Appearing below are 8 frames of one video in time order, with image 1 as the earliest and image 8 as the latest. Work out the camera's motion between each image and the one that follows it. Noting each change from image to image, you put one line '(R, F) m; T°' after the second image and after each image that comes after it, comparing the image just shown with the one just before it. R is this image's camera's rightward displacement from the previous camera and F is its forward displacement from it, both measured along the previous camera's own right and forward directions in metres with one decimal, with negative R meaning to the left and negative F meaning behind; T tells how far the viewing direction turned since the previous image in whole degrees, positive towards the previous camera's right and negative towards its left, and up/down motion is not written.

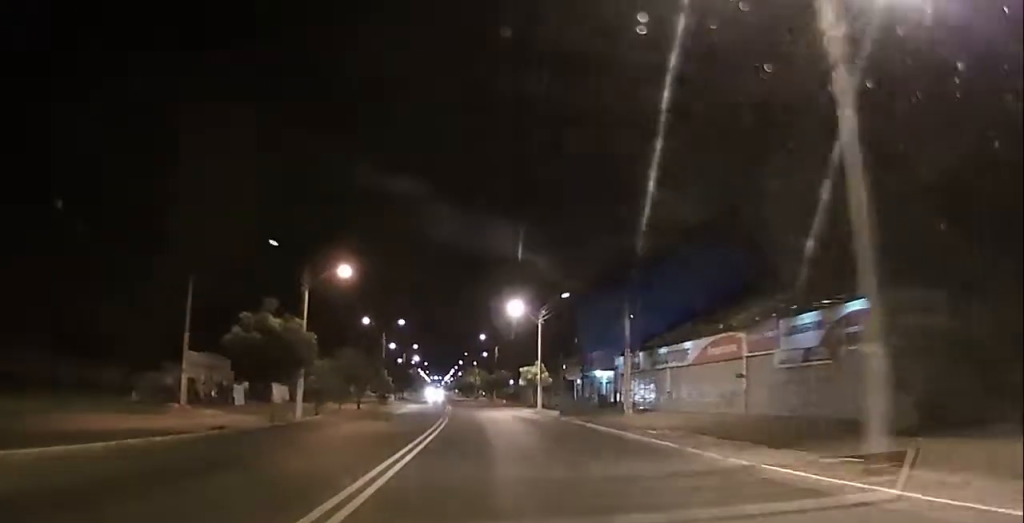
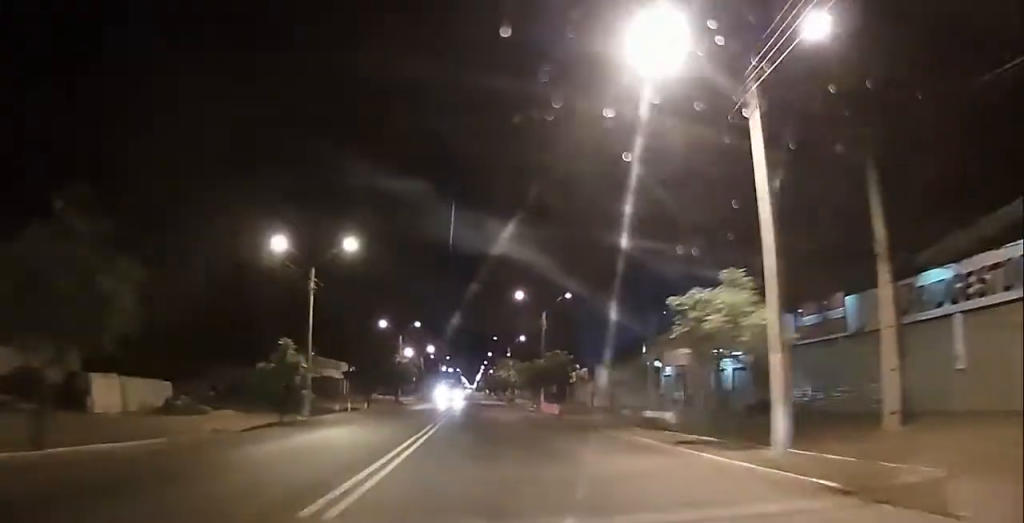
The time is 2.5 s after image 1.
(-1.7, +38.6) m; -4°
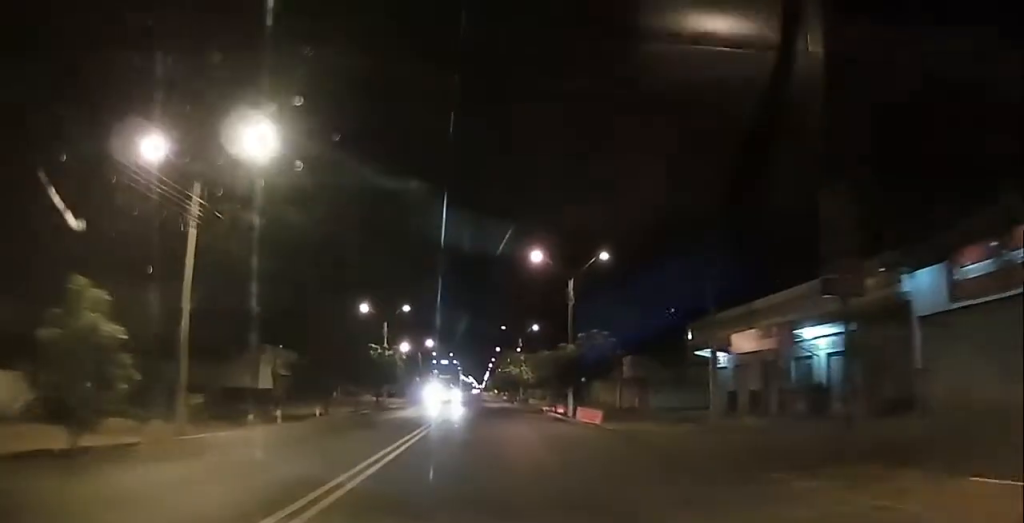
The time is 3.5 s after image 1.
(0.0, +14.9) m; -1°
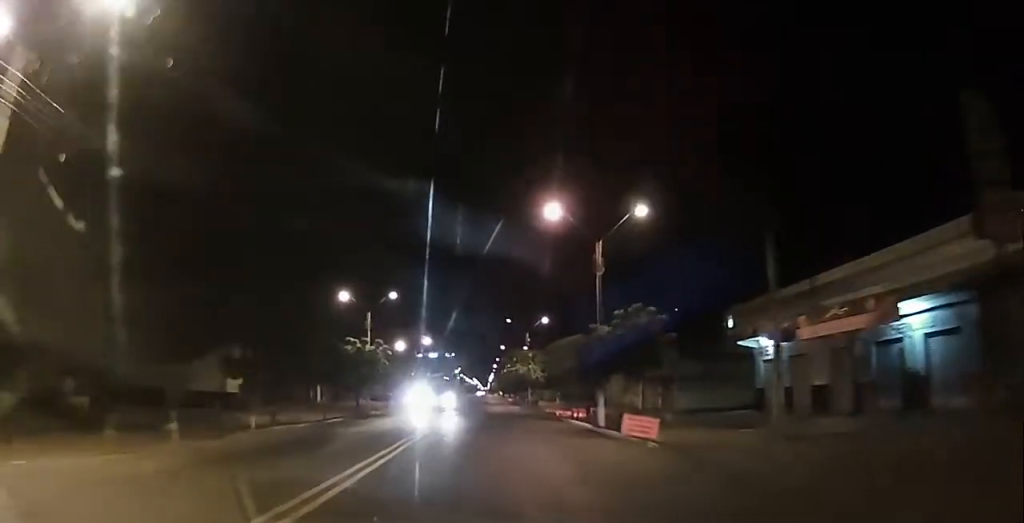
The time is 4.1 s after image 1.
(-0.1, +9.7) m; 0°
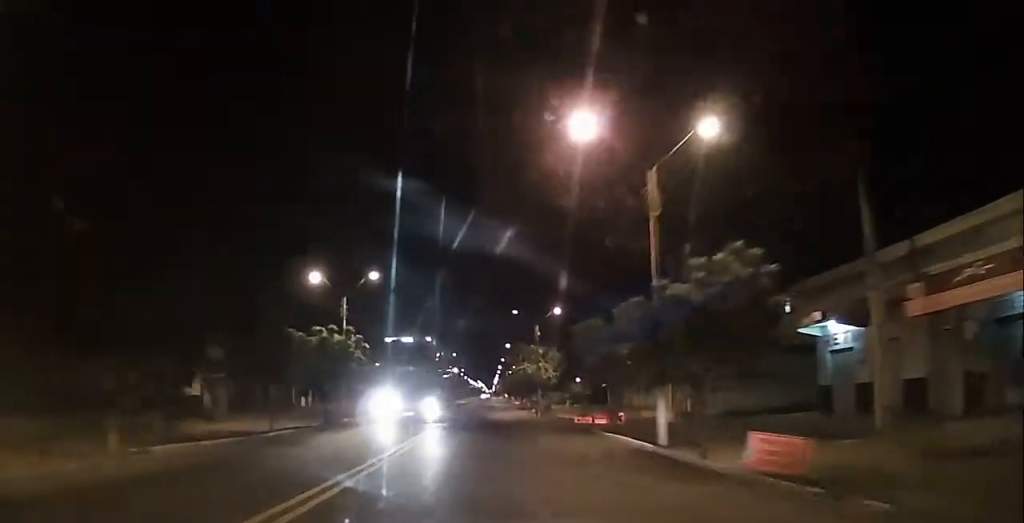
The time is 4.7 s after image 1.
(0.0, +9.7) m; 0°
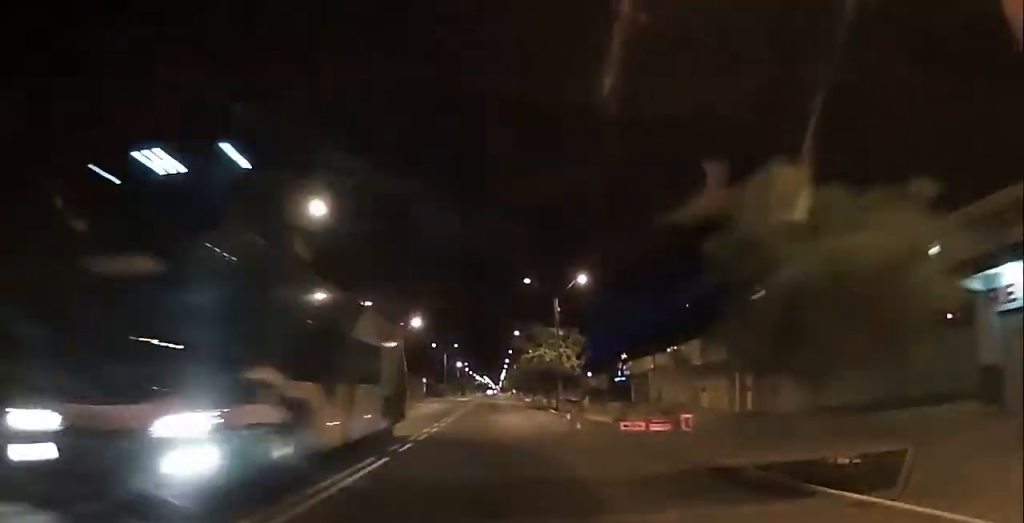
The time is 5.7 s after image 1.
(+0.1, +14.7) m; 0°
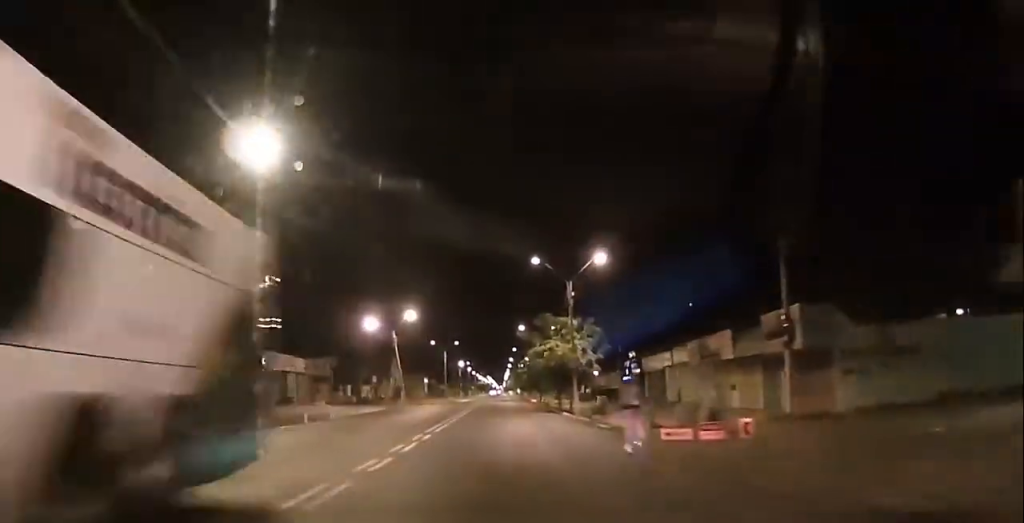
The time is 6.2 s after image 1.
(+0.1, +7.1) m; -1°
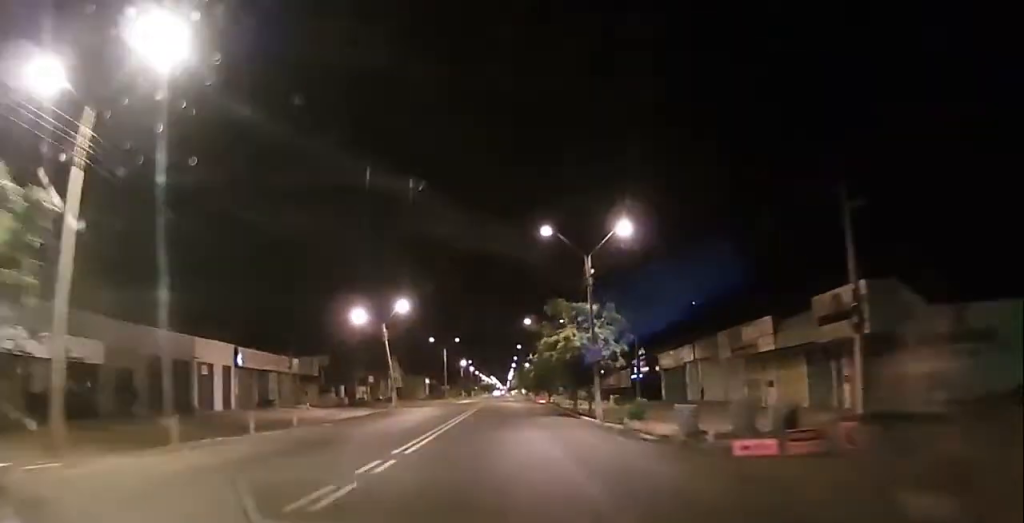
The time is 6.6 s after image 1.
(-0.2, +7.1) m; 0°
